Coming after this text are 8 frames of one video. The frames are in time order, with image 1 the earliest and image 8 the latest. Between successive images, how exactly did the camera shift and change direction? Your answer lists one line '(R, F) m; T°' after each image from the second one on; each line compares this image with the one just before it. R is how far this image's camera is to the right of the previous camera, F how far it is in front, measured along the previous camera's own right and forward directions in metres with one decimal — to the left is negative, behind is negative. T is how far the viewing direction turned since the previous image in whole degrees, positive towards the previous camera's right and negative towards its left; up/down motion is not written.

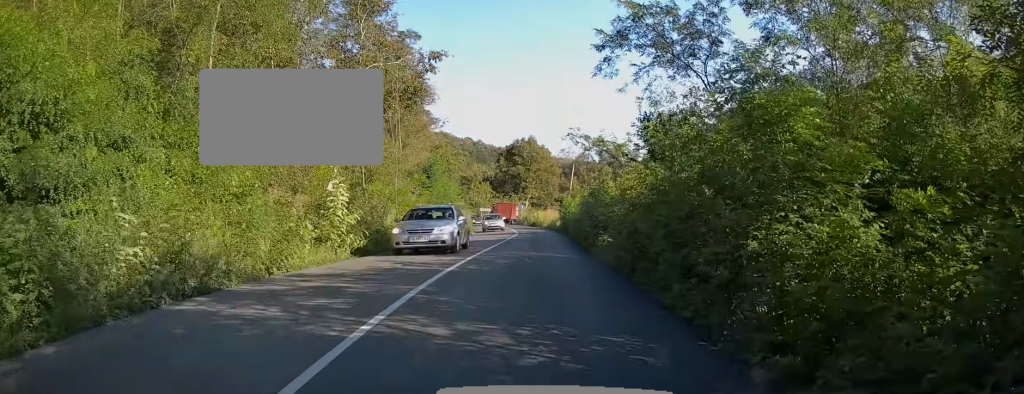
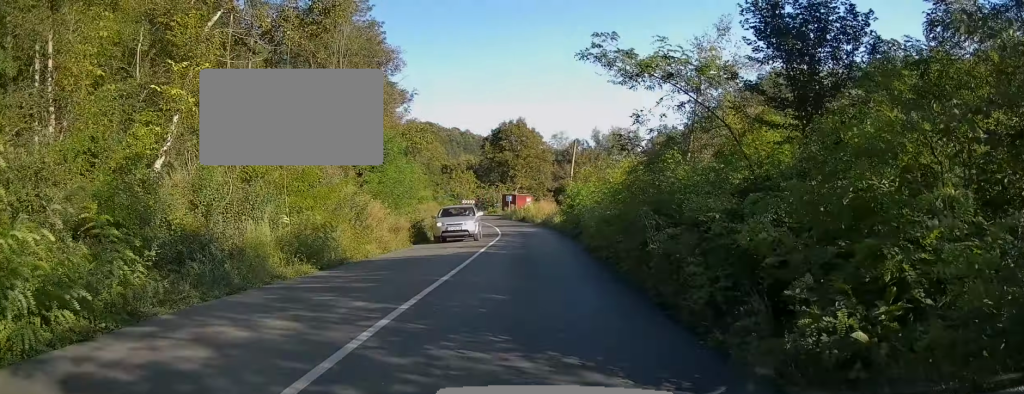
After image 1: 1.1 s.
(-0.2, +13.0) m; -1°
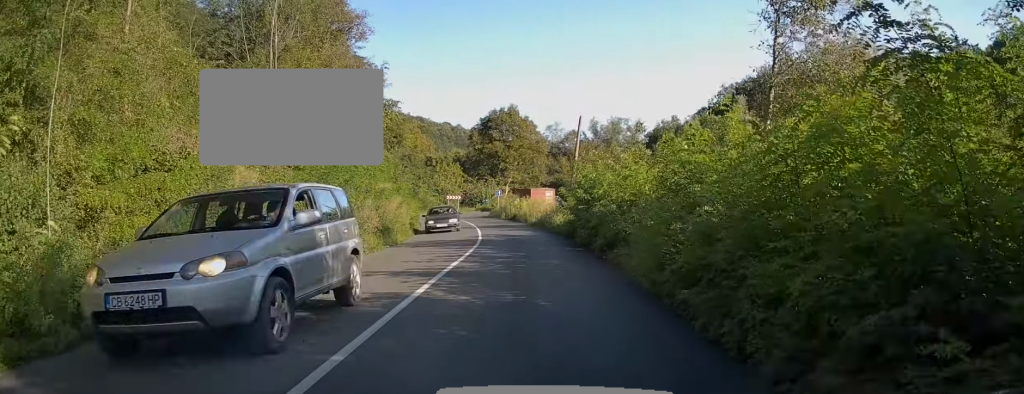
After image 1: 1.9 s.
(+0.1, +9.2) m; -1°
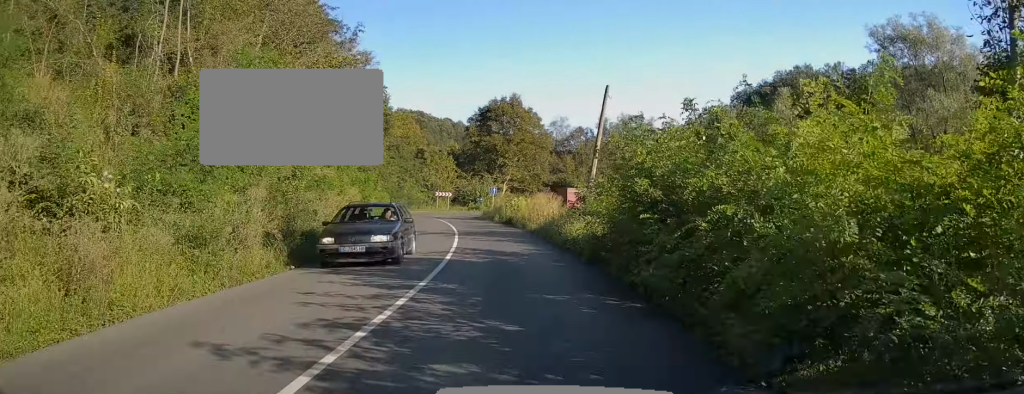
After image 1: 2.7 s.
(-0.2, +9.0) m; -1°
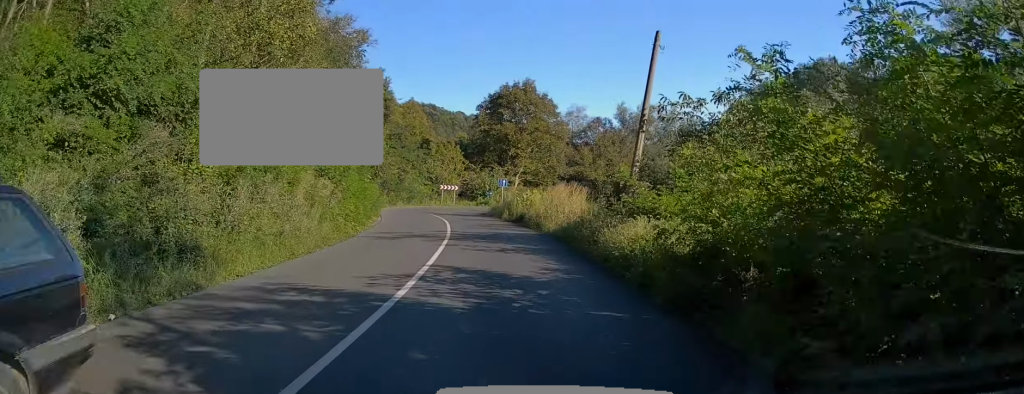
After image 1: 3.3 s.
(-0.1, +6.7) m; -2°
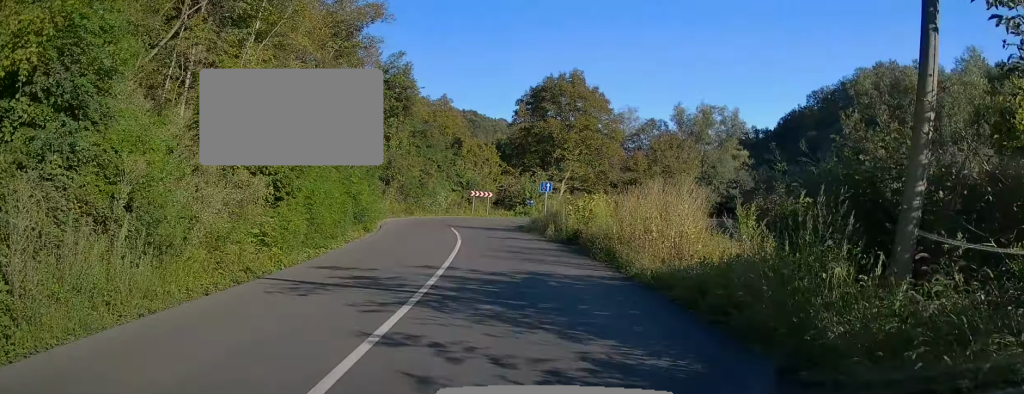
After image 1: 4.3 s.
(-0.2, +10.6) m; -3°
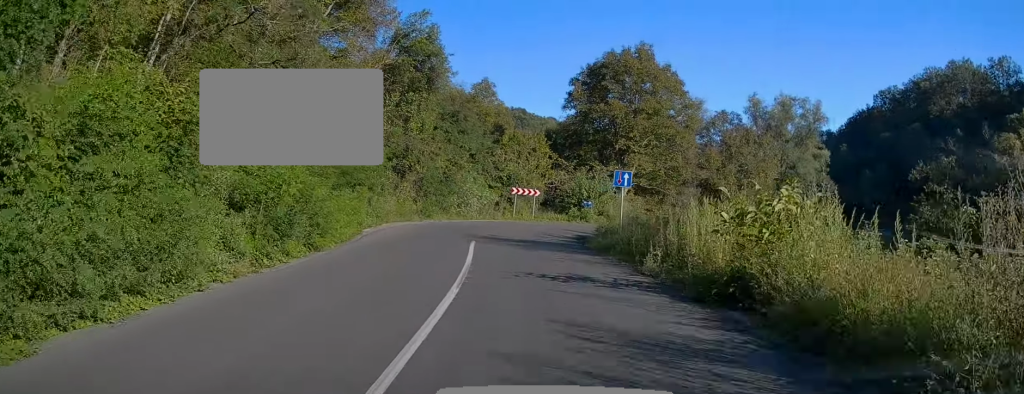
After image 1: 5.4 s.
(-0.3, +11.8) m; -3°
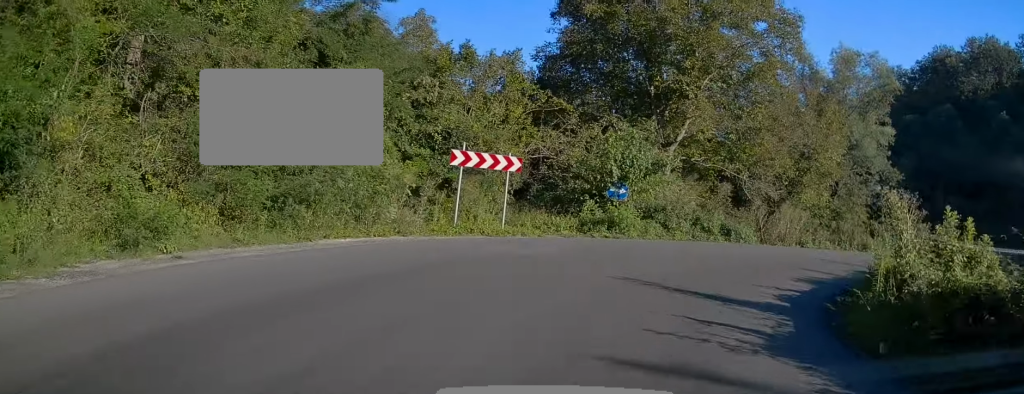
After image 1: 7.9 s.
(-0.5, +24.0) m; +8°
